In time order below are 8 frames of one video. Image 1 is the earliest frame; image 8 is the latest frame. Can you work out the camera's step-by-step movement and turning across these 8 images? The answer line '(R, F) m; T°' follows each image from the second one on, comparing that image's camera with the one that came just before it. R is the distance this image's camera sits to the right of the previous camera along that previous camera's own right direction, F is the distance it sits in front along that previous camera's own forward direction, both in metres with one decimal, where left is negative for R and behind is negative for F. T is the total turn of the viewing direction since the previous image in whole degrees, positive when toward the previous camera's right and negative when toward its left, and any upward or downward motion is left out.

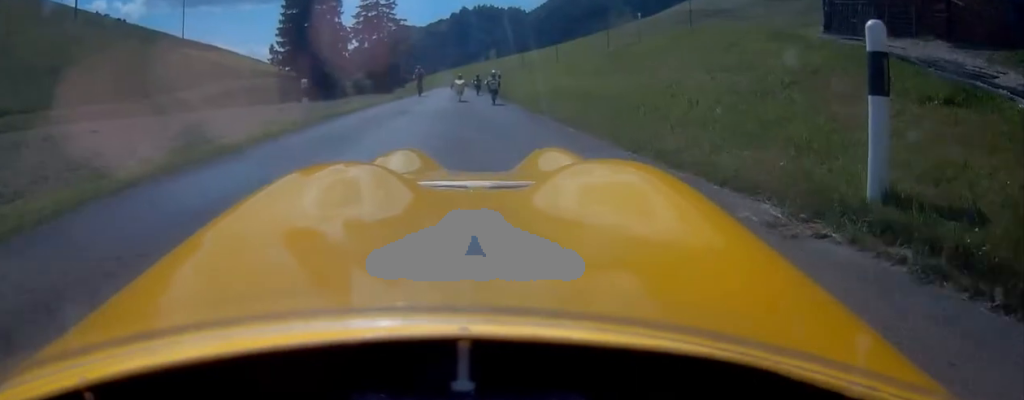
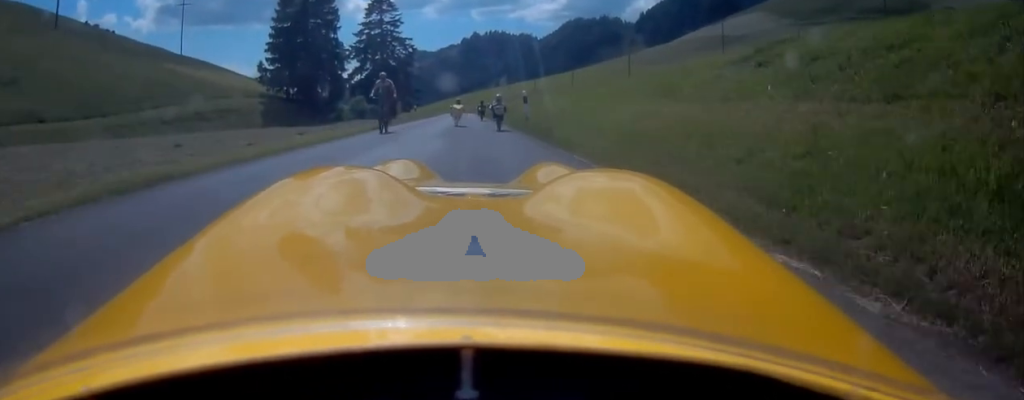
(-1.1, +9.3) m; -8°
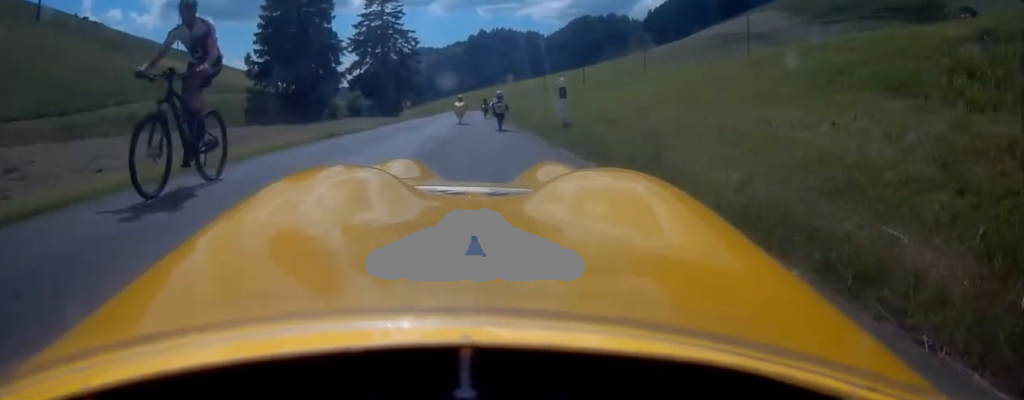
(+0.1, +7.3) m; +2°
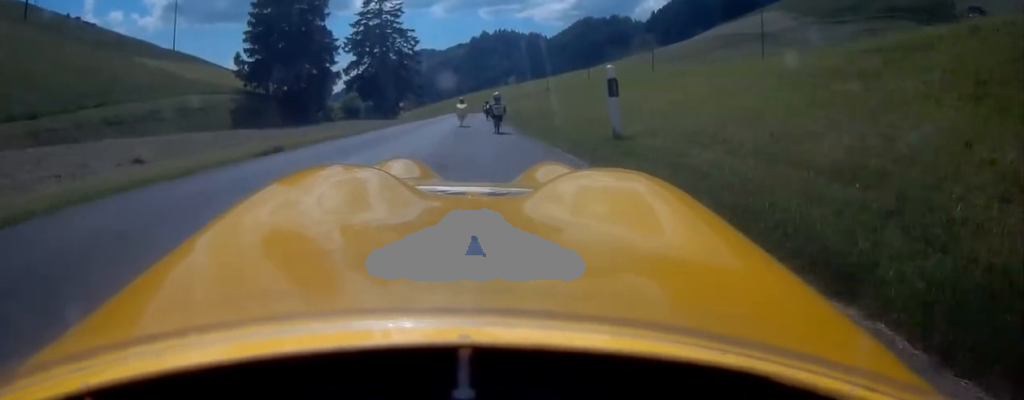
(0.0, +4.3) m; +3°
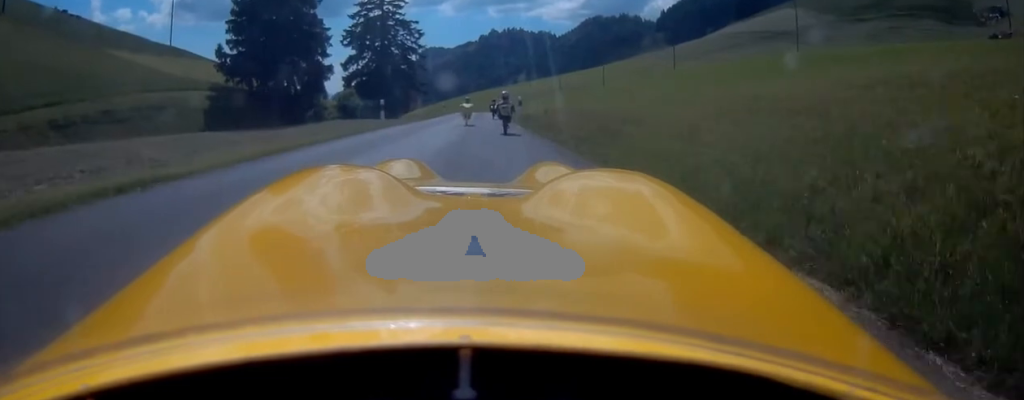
(+0.4, +7.7) m; +2°
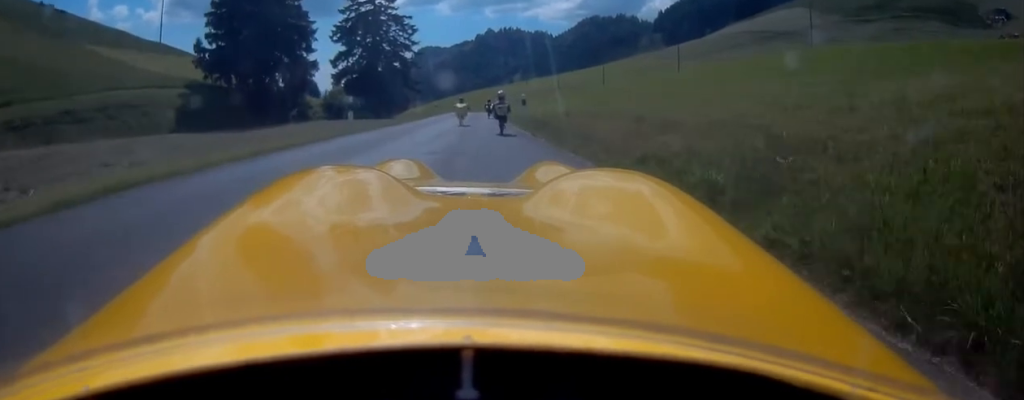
(-0.2, +4.4) m; -2°
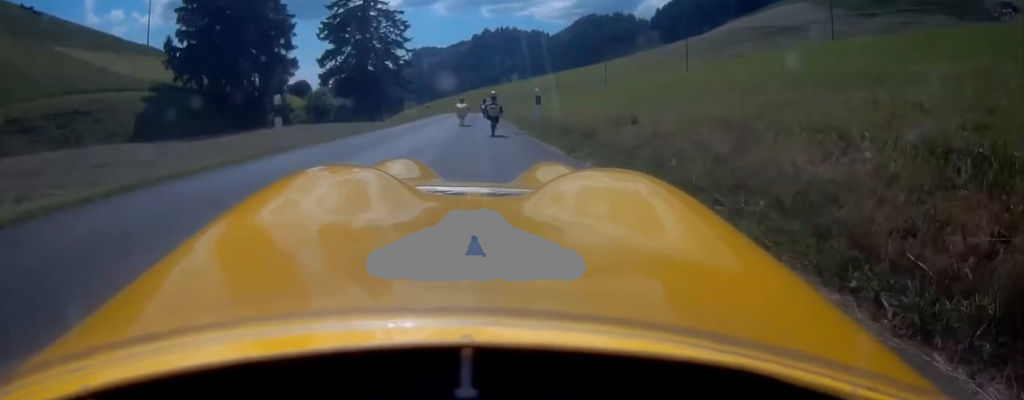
(0.0, +5.7) m; 0°
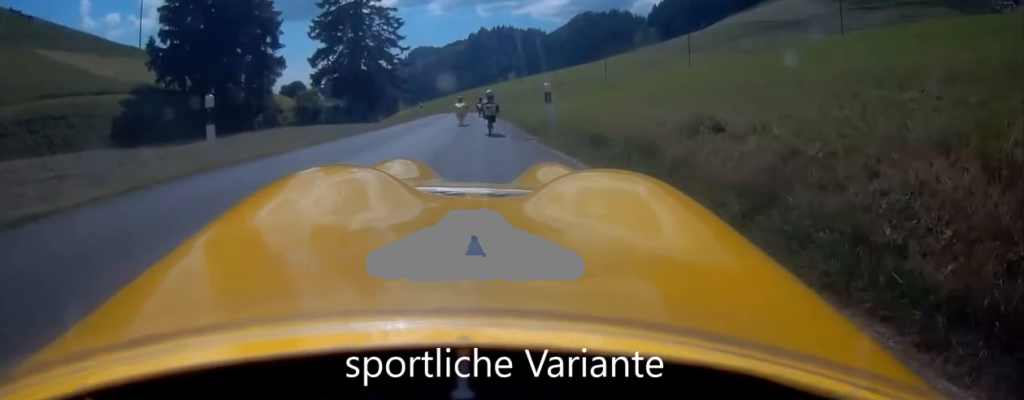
(0.0, +2.9) m; 0°
